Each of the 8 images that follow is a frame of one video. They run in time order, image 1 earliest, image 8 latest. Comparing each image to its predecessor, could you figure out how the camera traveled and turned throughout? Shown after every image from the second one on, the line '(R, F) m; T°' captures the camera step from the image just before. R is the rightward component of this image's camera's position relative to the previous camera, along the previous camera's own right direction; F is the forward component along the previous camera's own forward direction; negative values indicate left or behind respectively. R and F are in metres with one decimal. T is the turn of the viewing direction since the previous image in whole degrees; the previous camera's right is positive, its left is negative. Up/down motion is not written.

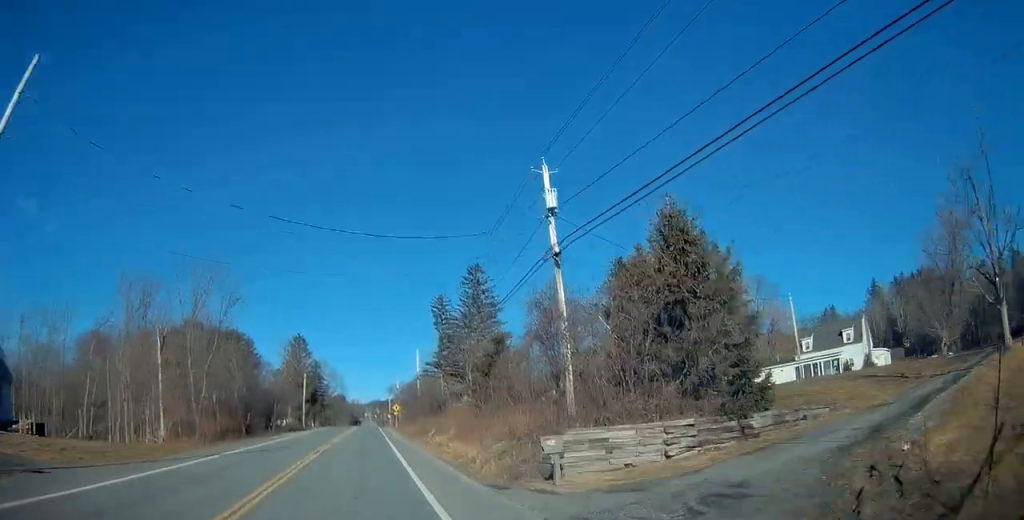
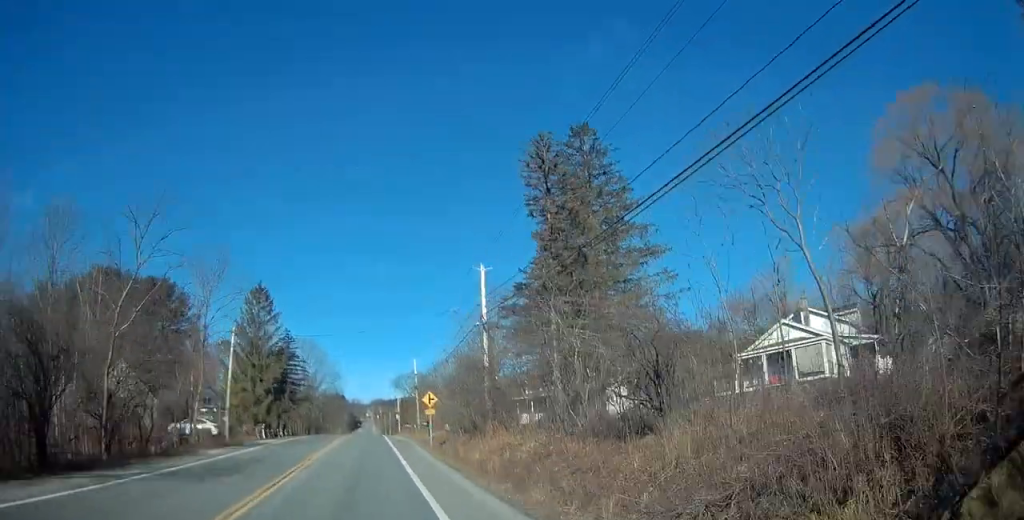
(0.0, +46.9) m; 0°
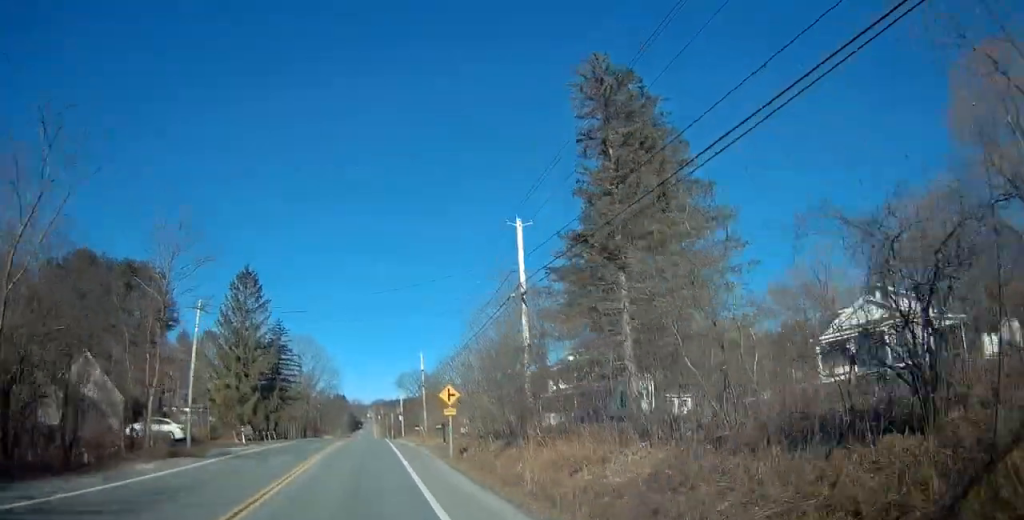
(-0.2, +8.8) m; 0°
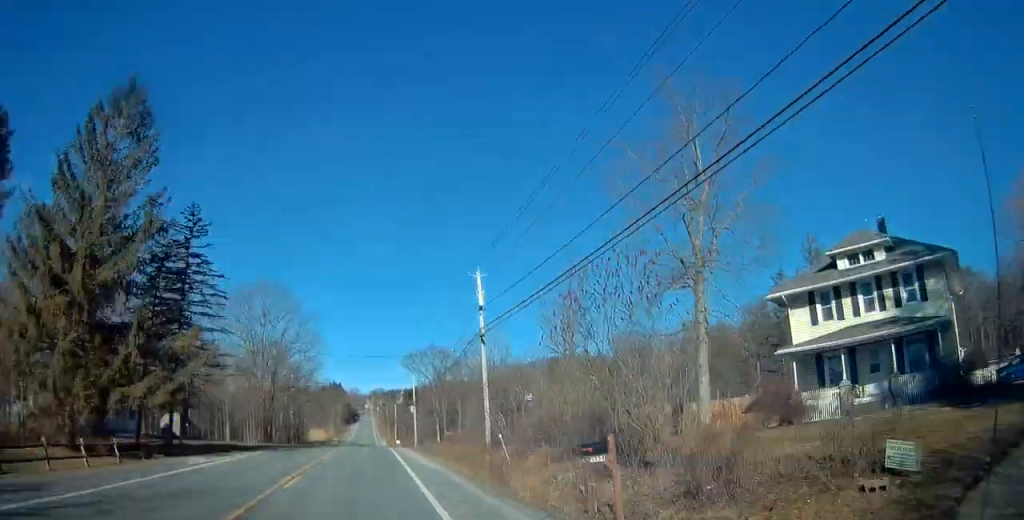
(+0.6, +39.4) m; 0°
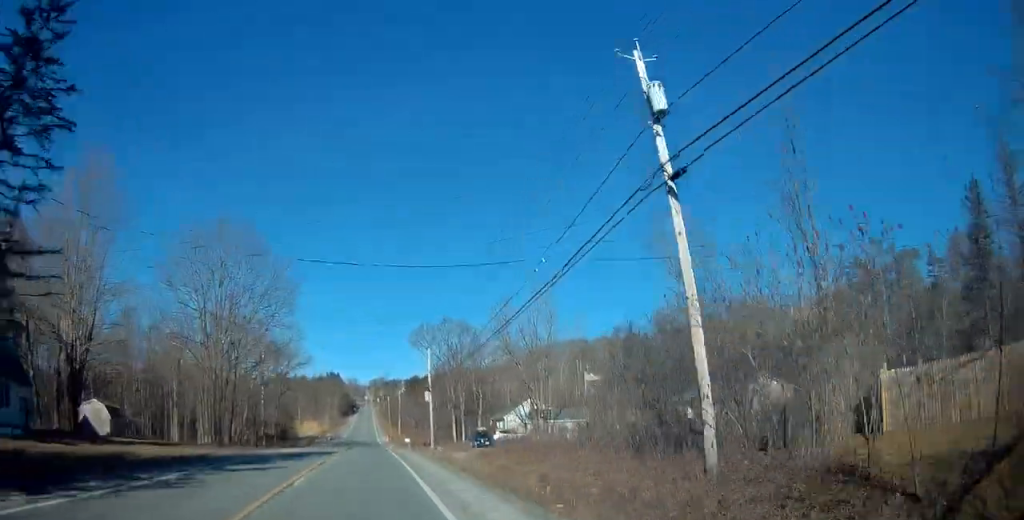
(-0.2, +22.4) m; -1°
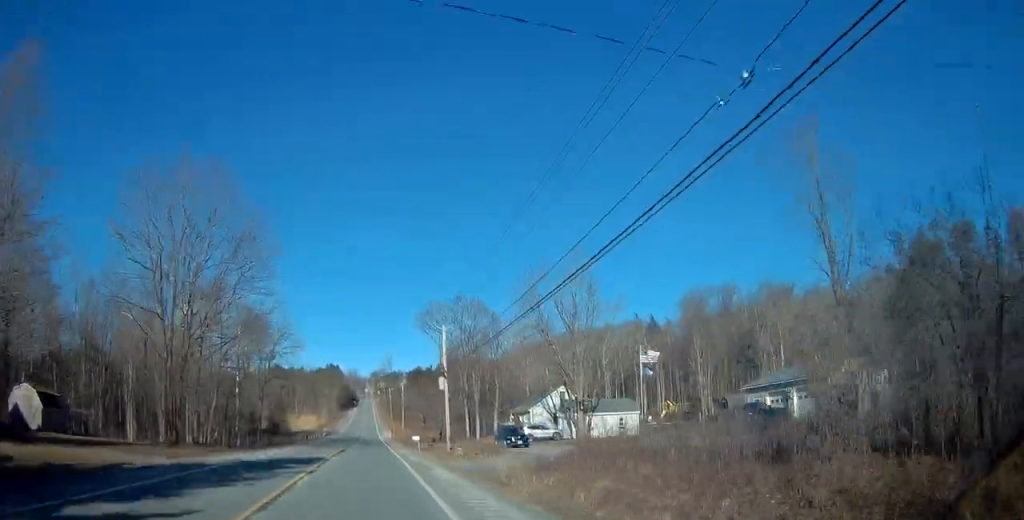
(-0.1, +12.0) m; 0°
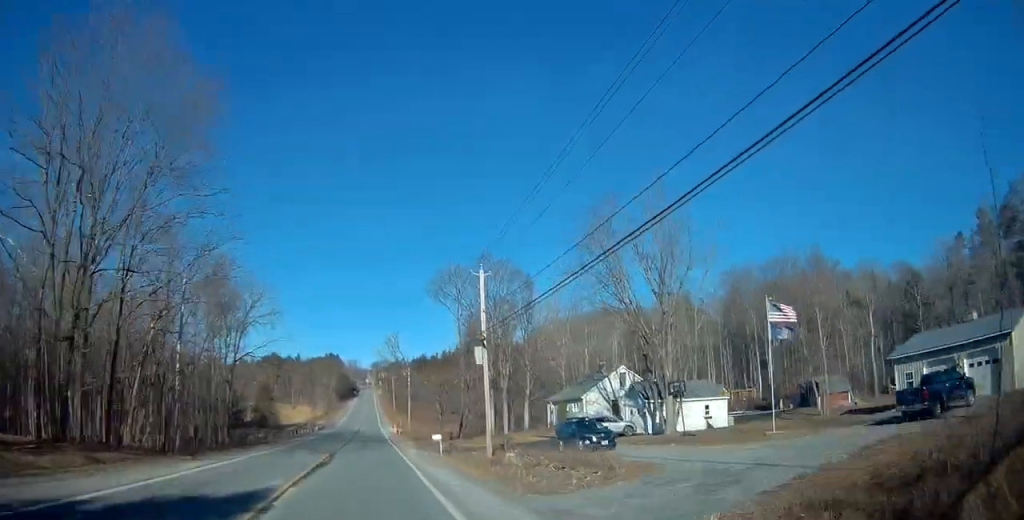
(0.0, +15.9) m; 0°
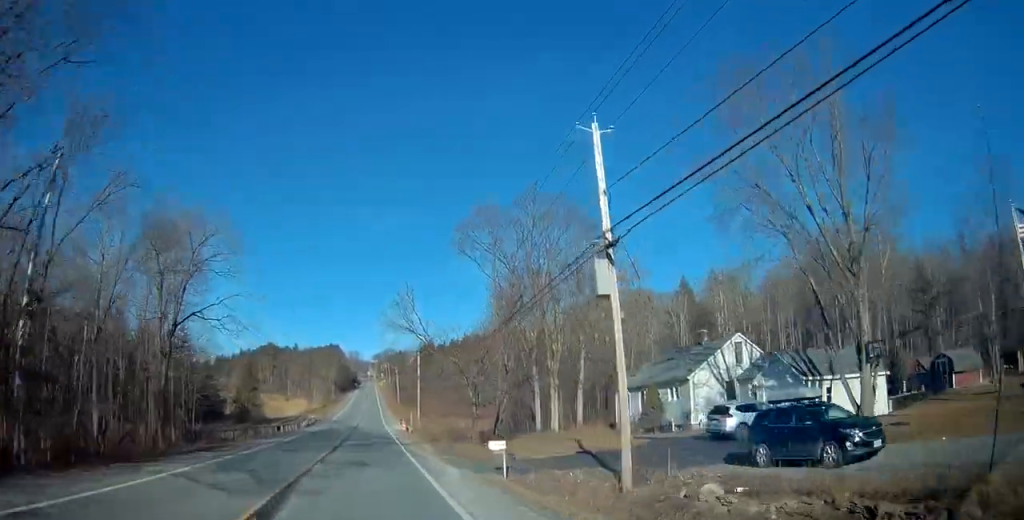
(+0.1, +16.9) m; 0°
